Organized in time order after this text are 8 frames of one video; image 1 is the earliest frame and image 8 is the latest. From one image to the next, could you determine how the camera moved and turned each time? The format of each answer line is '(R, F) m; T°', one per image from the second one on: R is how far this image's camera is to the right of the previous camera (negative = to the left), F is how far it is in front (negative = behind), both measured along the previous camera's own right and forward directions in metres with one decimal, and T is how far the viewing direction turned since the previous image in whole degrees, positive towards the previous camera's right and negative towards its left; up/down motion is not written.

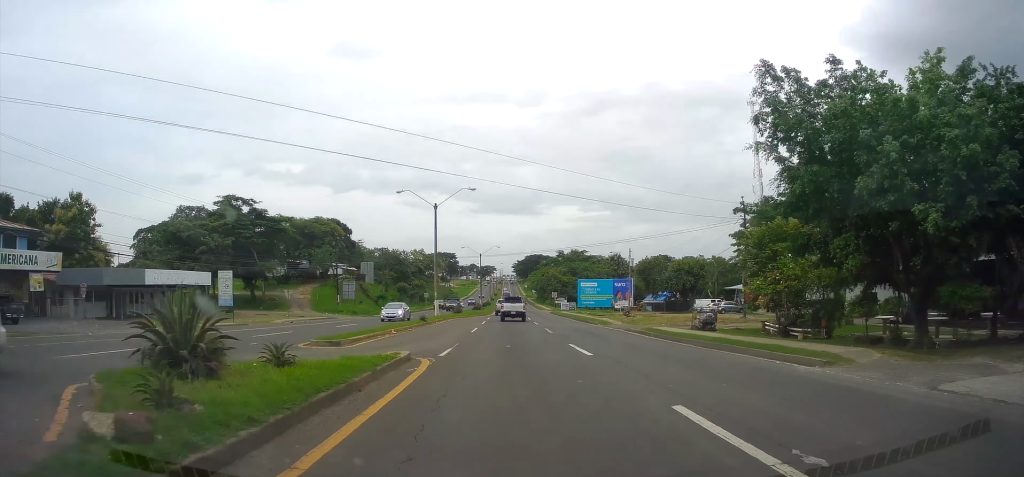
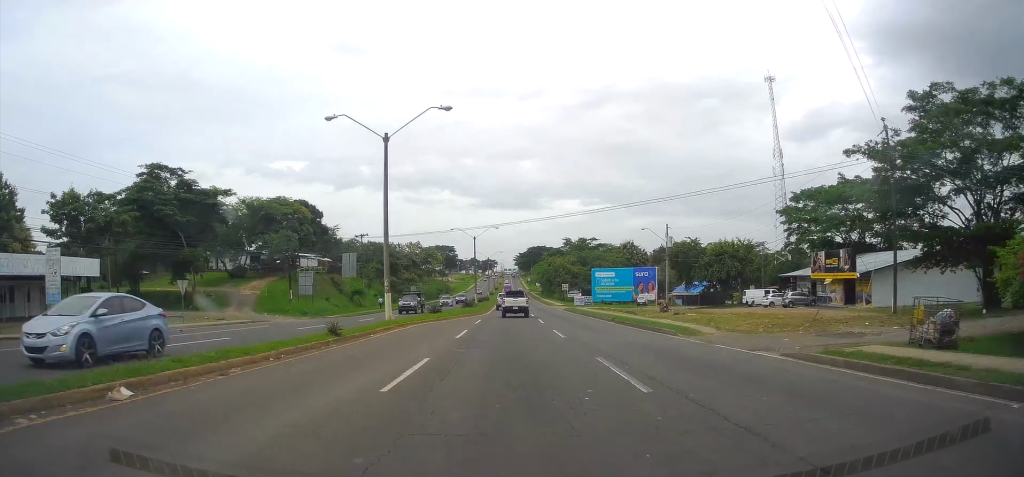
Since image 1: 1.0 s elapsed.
(0.0, +18.6) m; 0°
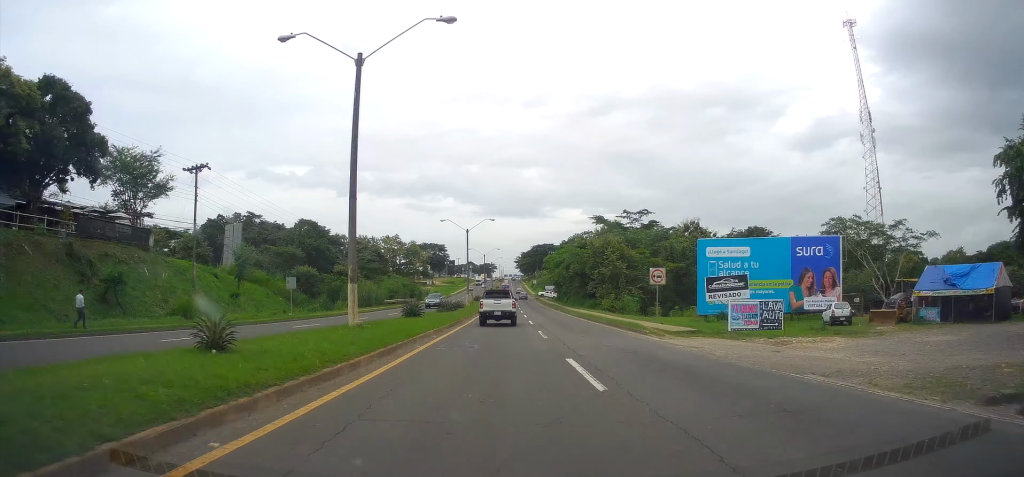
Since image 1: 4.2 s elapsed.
(+0.2, +58.2) m; +1°
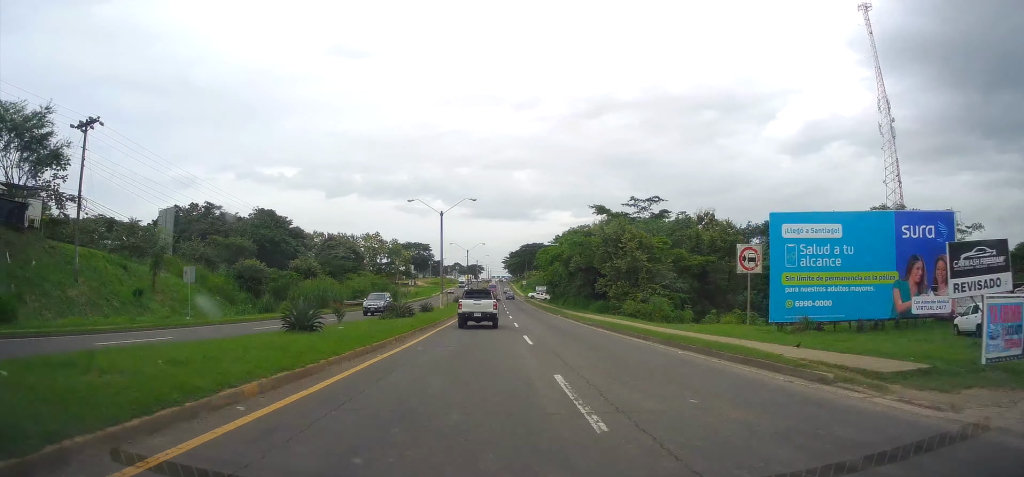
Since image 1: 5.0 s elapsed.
(+0.1, +15.1) m; +1°
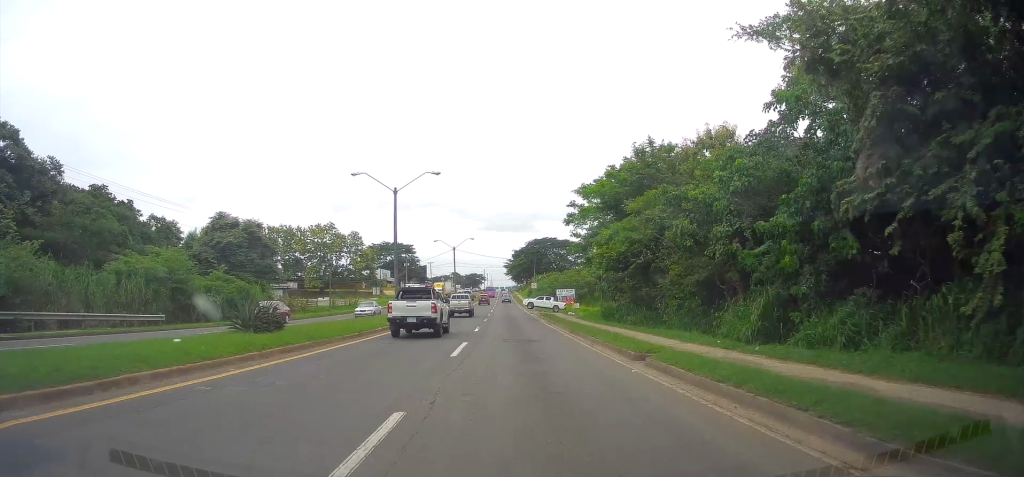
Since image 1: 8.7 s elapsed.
(+0.5, +63.7) m; 0°
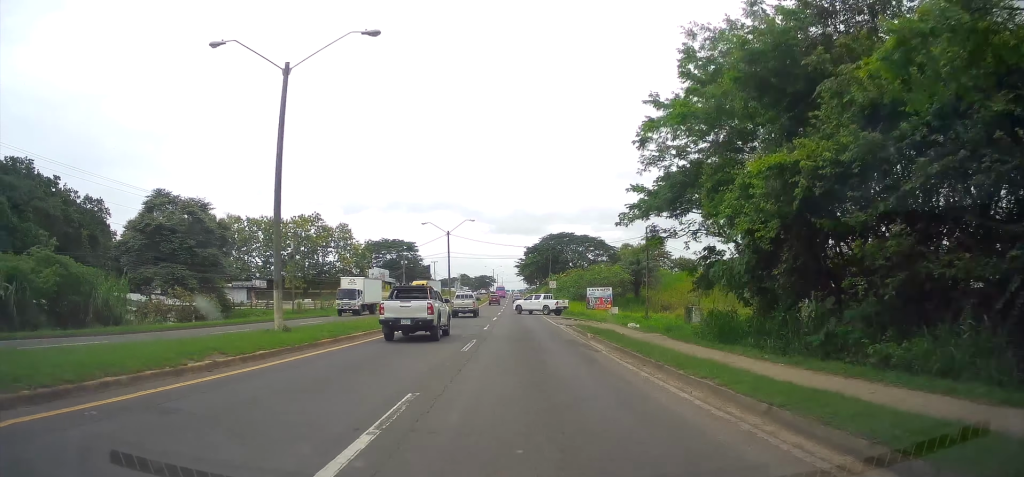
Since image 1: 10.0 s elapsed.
(-0.1, +22.0) m; -1°
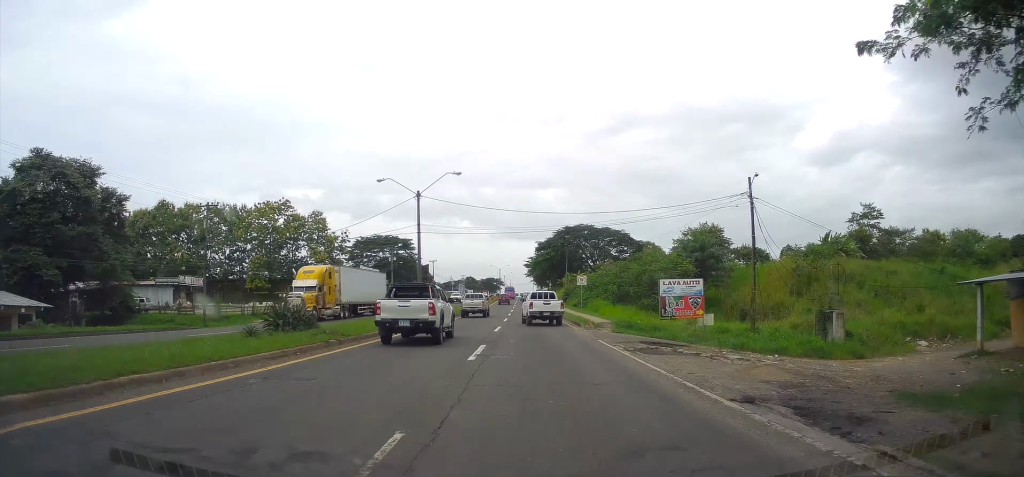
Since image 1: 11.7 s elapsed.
(-0.1, +26.7) m; -2°
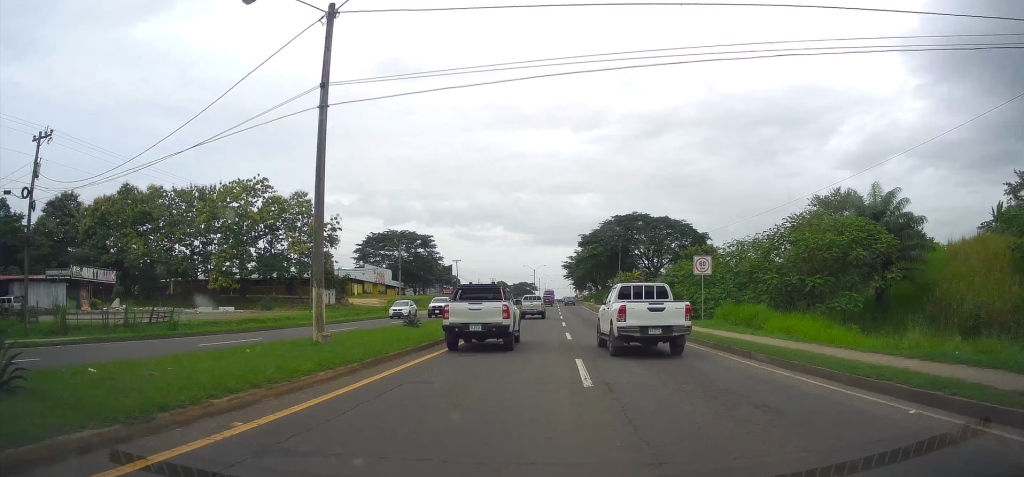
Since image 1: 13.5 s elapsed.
(-0.9, +28.3) m; -2°
